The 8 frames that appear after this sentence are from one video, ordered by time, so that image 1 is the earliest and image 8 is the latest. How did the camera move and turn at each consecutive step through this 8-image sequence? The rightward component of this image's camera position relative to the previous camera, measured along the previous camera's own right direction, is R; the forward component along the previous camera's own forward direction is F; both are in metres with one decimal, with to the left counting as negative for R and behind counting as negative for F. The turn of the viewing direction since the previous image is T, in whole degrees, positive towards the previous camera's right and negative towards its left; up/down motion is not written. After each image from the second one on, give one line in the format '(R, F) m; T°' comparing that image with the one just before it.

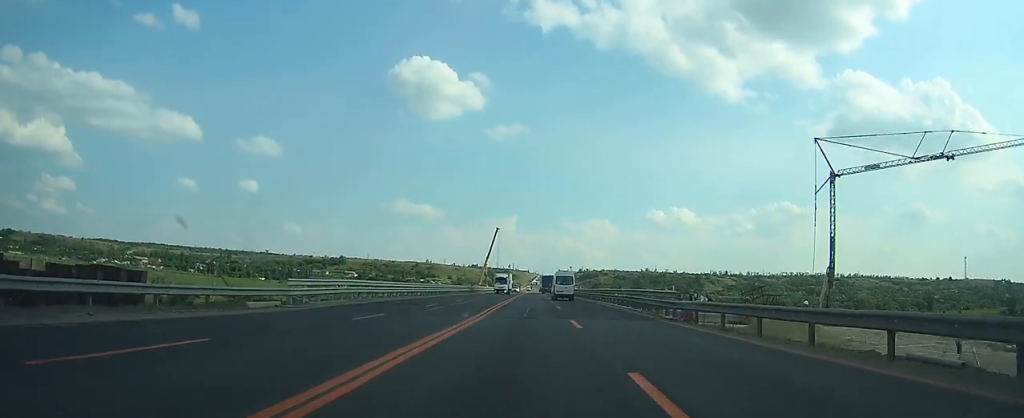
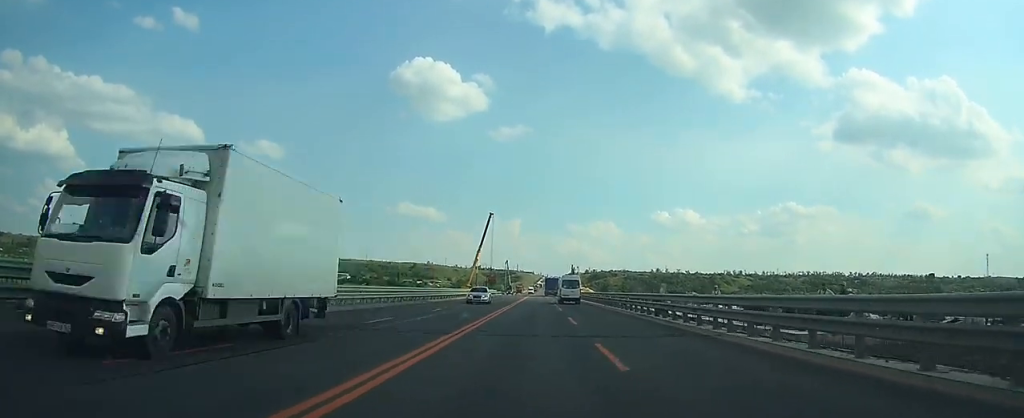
(+0.1, +48.9) m; 0°
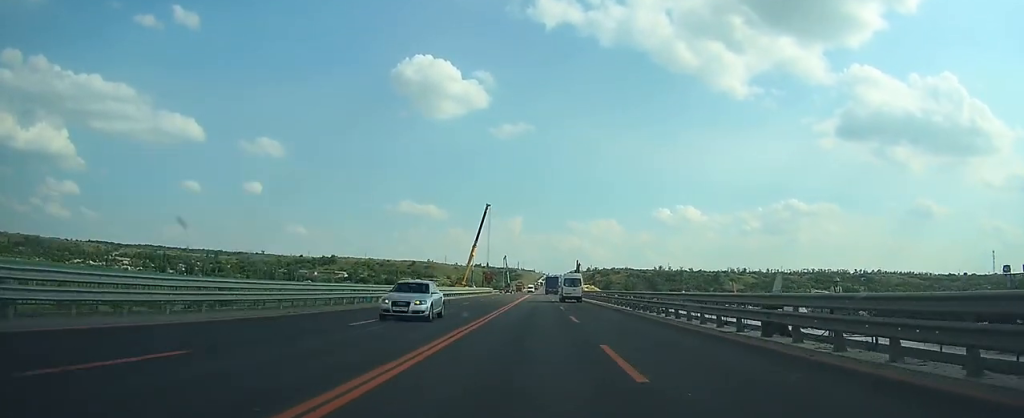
(0.0, +13.9) m; 0°
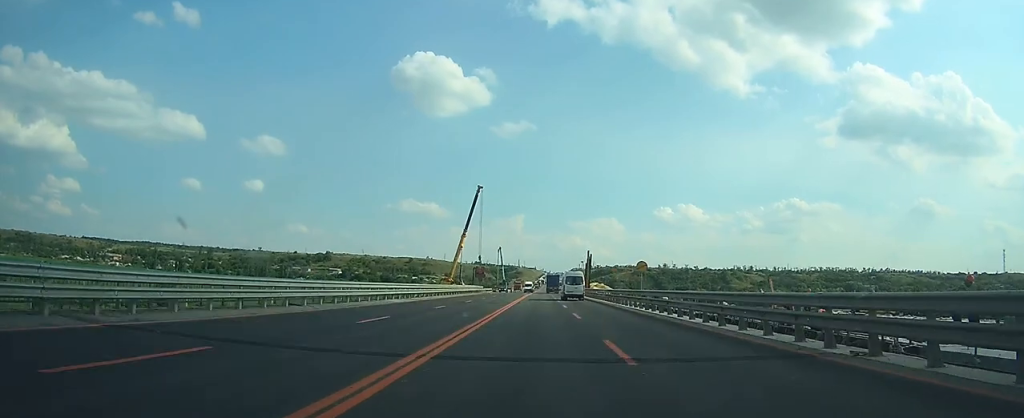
(-0.1, +24.4) m; 0°
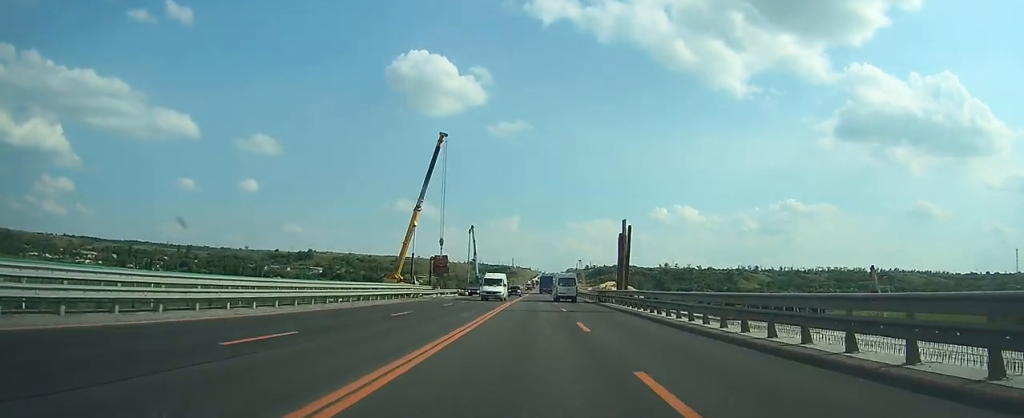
(-0.1, +44.9) m; 0°
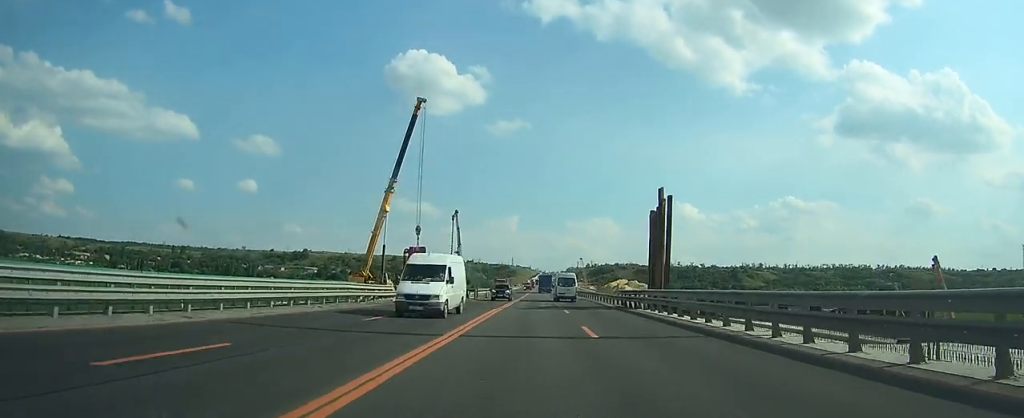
(0.0, +16.0) m; 0°
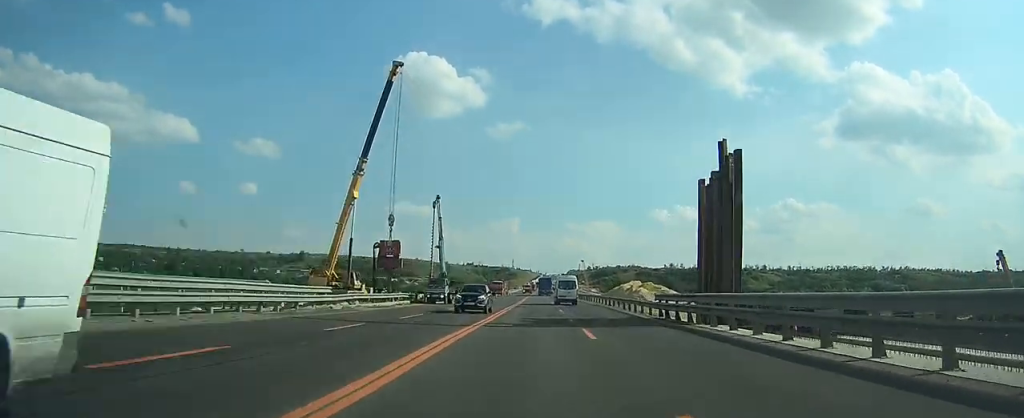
(0.0, +12.6) m; 0°
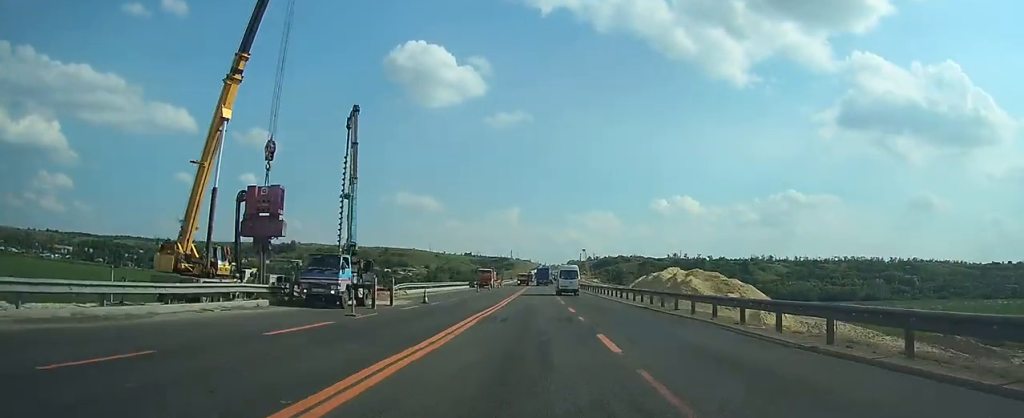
(0.0, +25.2) m; 0°
